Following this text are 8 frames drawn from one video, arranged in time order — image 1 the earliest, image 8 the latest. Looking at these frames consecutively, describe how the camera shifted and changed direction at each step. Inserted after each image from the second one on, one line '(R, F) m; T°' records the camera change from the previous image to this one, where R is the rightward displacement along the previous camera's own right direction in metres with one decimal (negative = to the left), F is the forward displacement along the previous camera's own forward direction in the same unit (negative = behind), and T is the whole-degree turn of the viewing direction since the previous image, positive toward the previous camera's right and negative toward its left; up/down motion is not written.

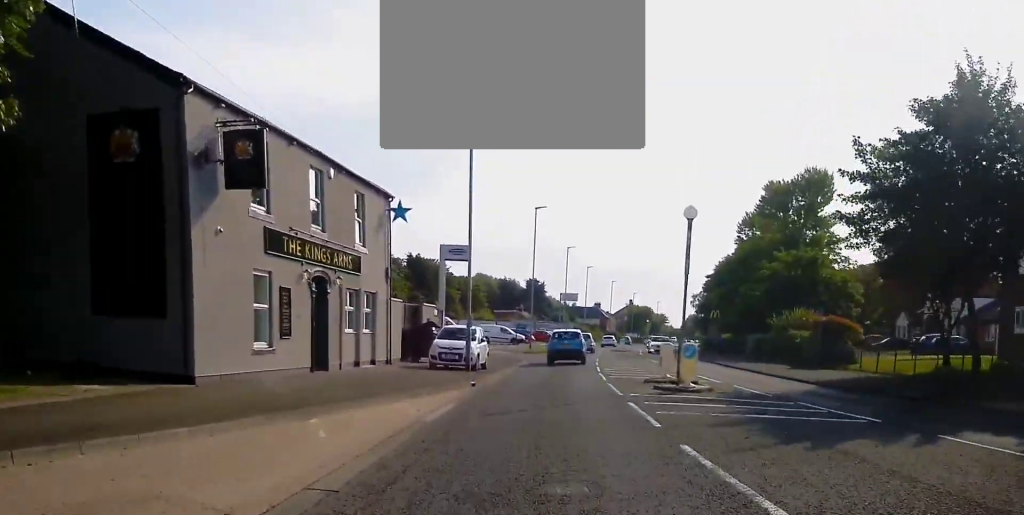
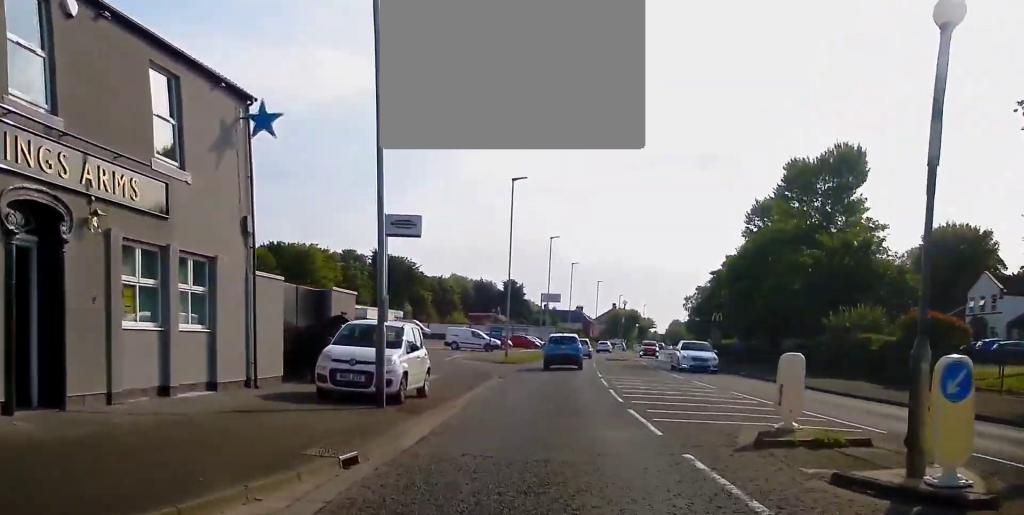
(-0.1, +12.3) m; 0°
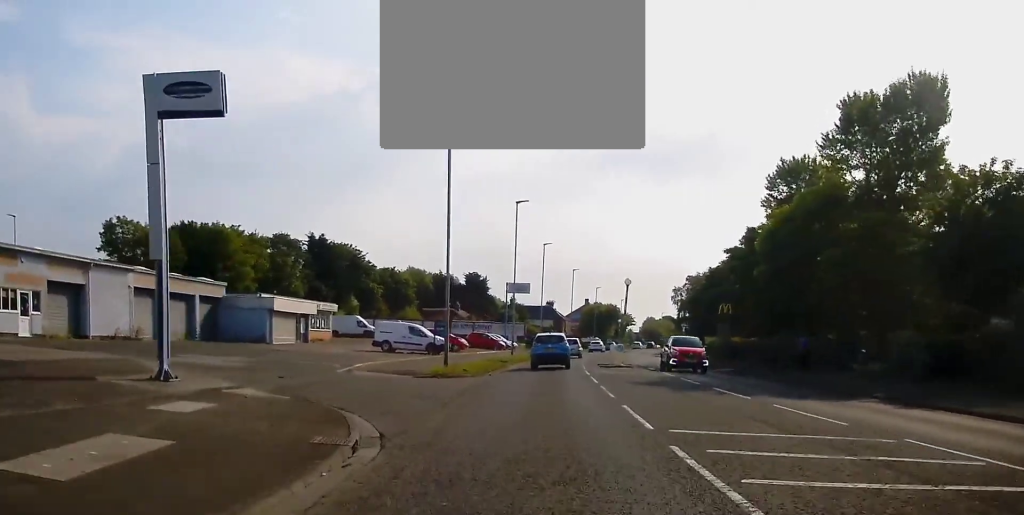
(+0.6, +17.7) m; +4°
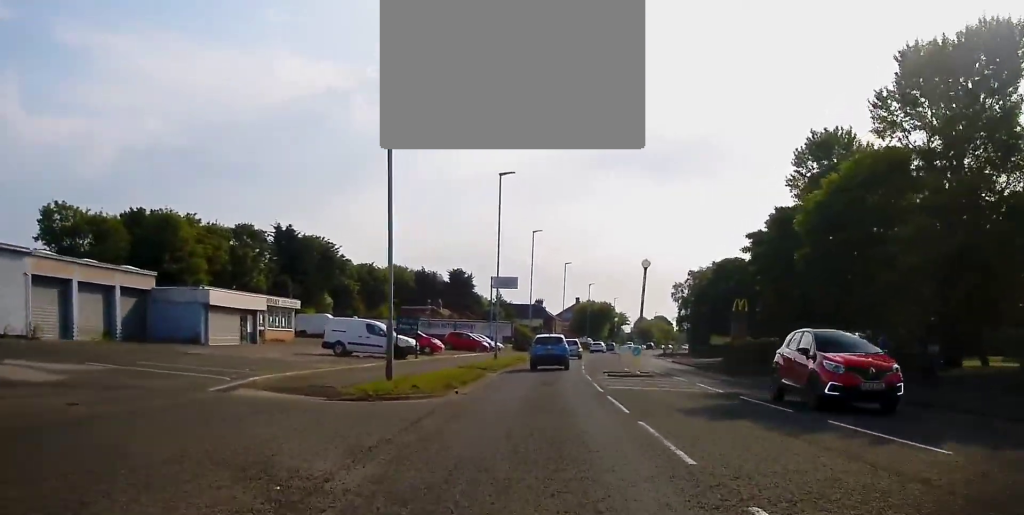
(+0.2, +9.3) m; +1°
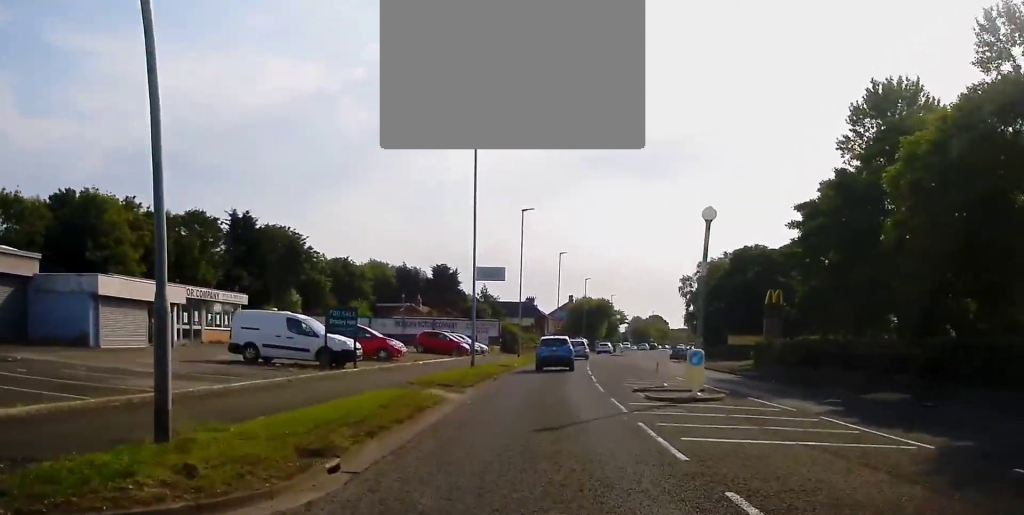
(0.0, +11.3) m; 0°
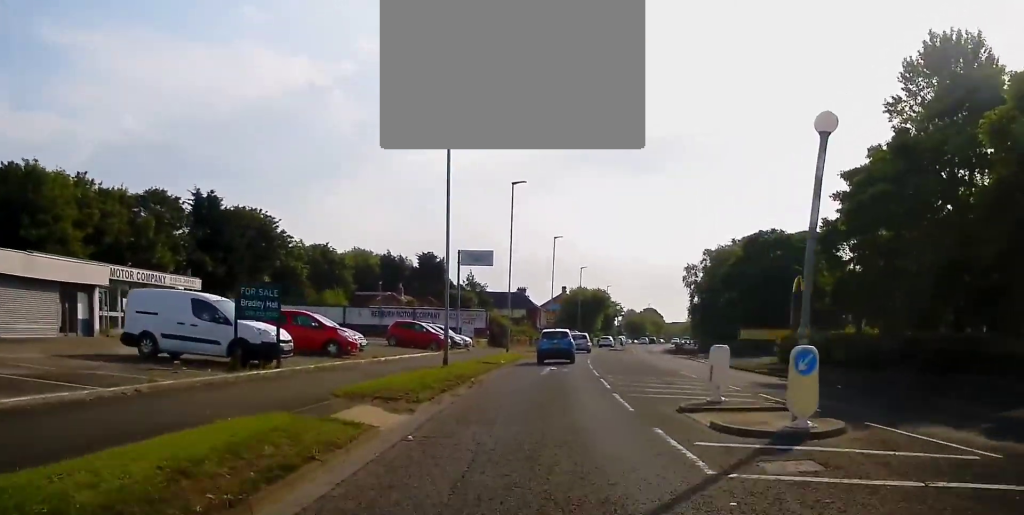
(0.0, +7.3) m; 0°
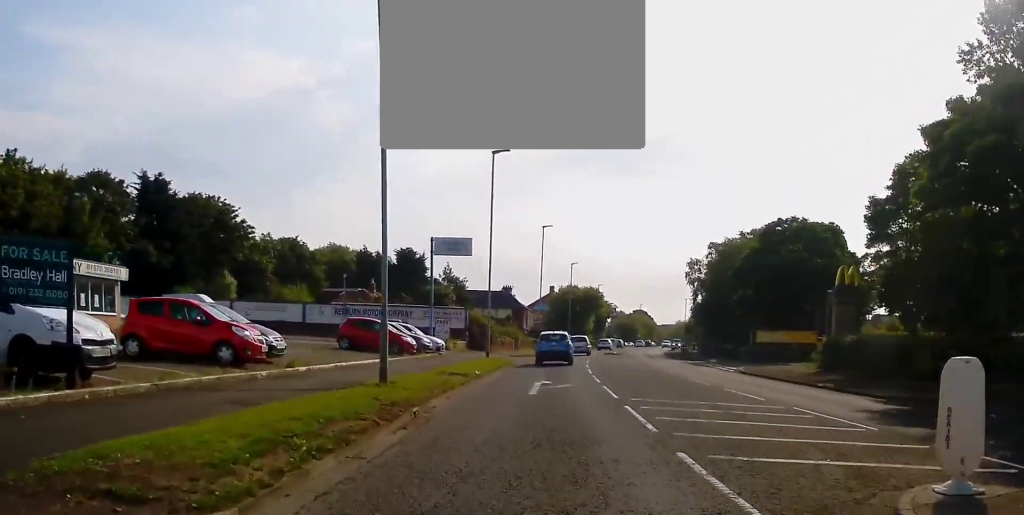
(0.0, +8.8) m; 0°
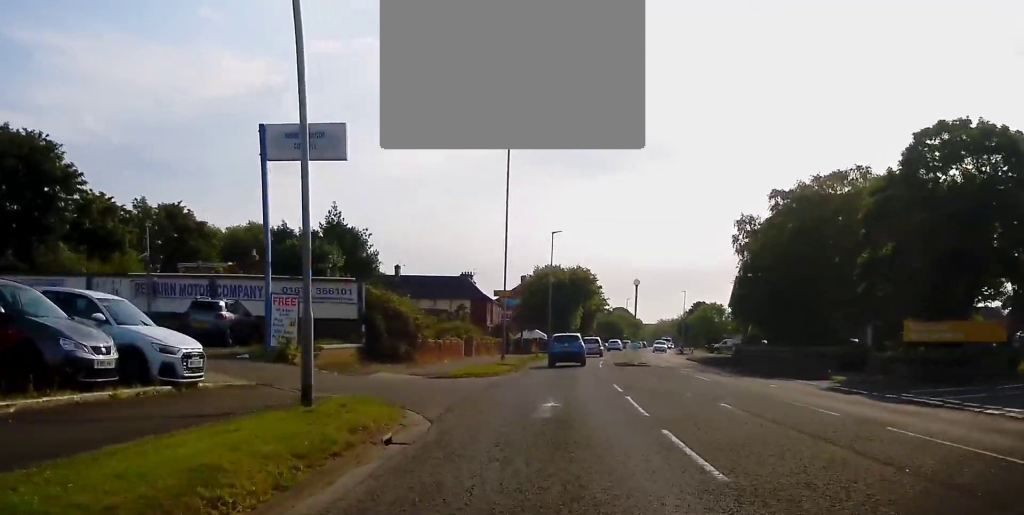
(+1.0, +28.1) m; +3°
